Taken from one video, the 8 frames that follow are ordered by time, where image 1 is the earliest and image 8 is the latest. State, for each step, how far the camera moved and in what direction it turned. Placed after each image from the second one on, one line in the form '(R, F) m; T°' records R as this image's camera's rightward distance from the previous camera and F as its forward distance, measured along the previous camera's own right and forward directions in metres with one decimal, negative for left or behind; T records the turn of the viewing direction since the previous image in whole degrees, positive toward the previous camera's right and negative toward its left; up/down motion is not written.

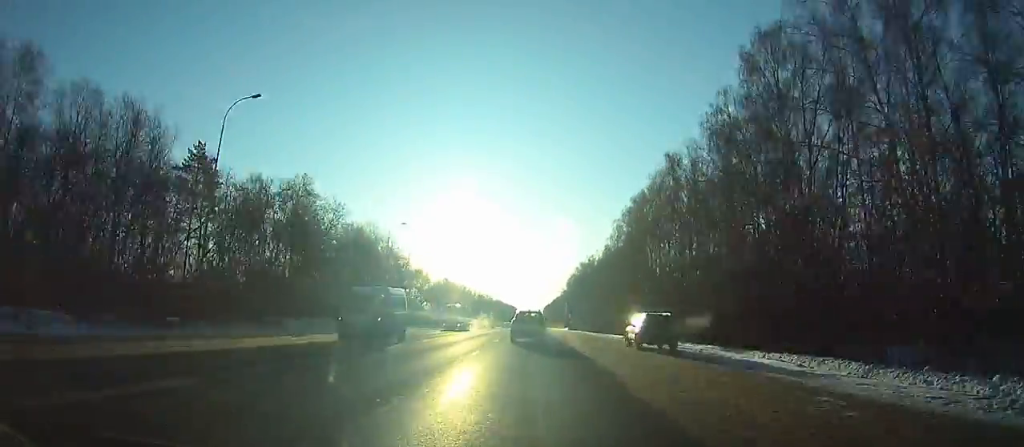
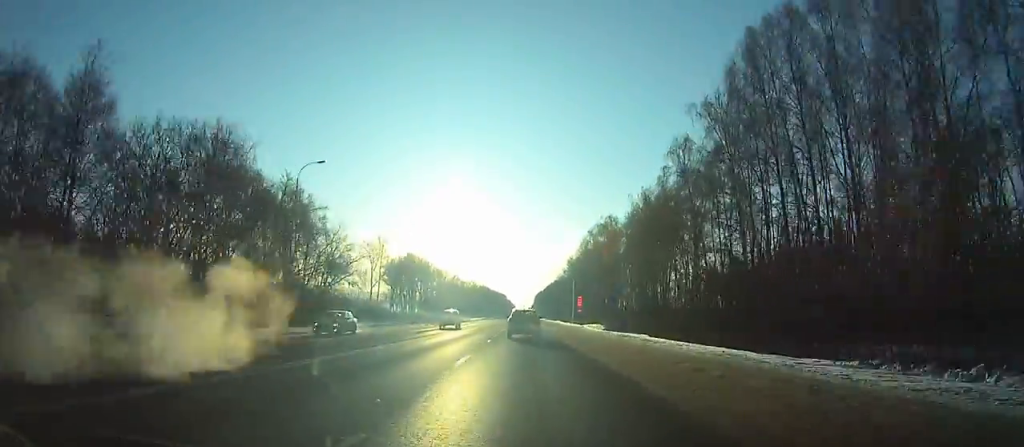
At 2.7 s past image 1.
(+0.1, +62.6) m; 0°
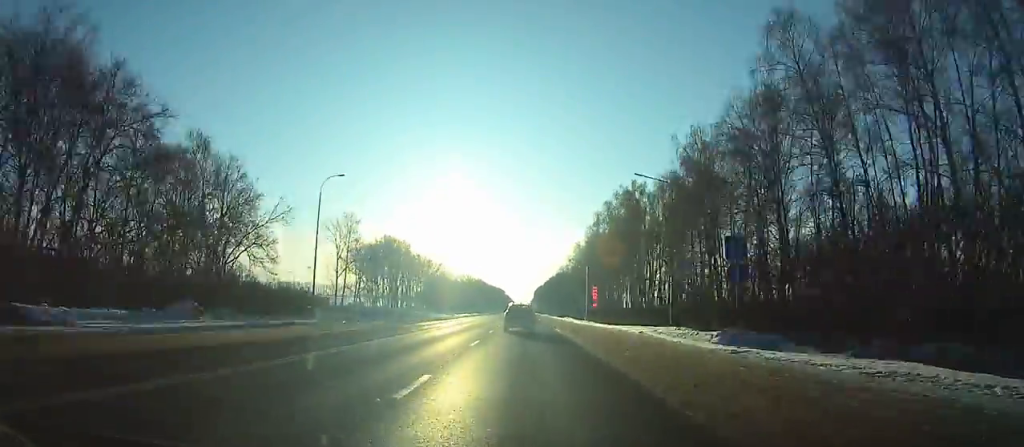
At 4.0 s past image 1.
(0.0, +30.3) m; 0°
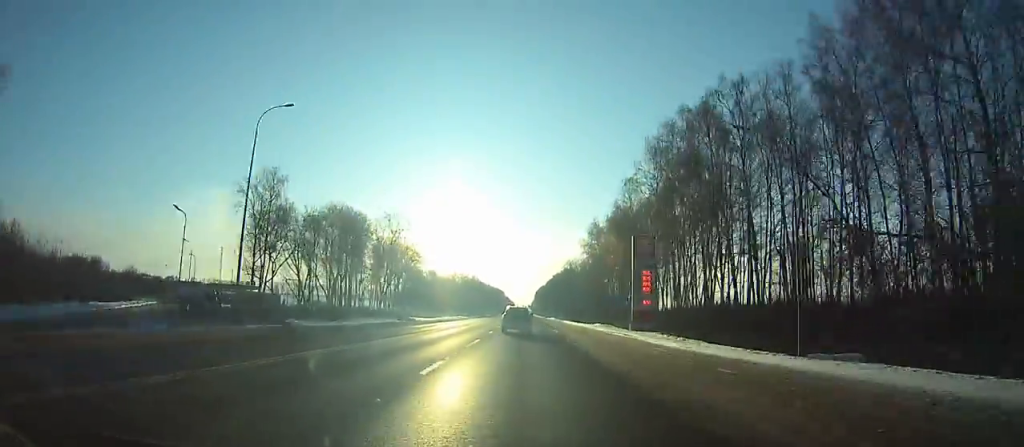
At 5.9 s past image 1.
(+0.2, +44.6) m; 0°
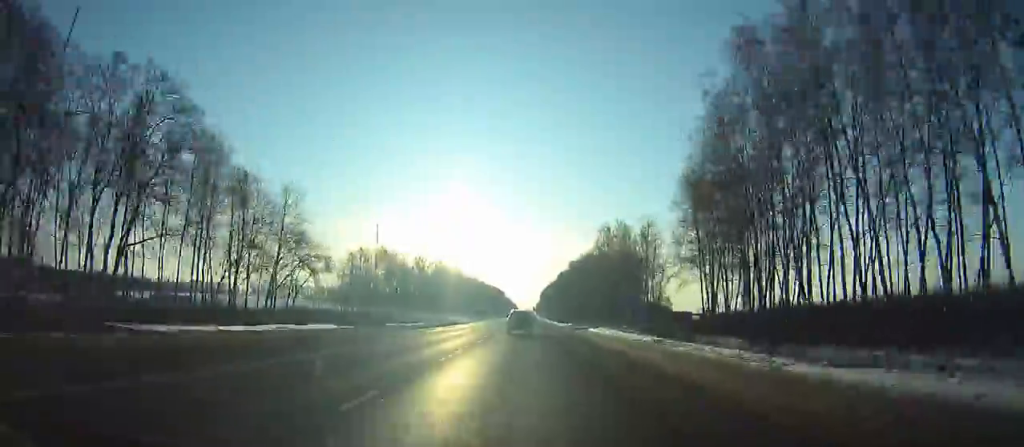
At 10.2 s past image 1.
(0.0, +102.1) m; 0°
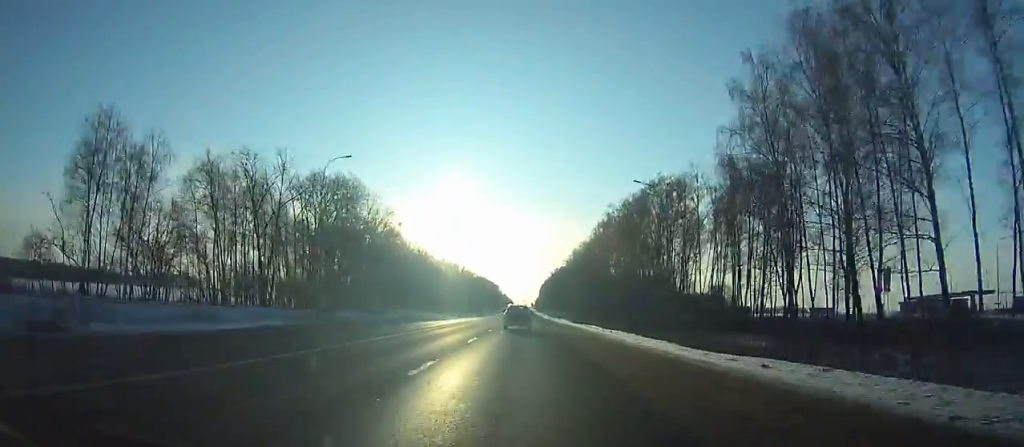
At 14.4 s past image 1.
(-0.1, +101.5) m; 0°
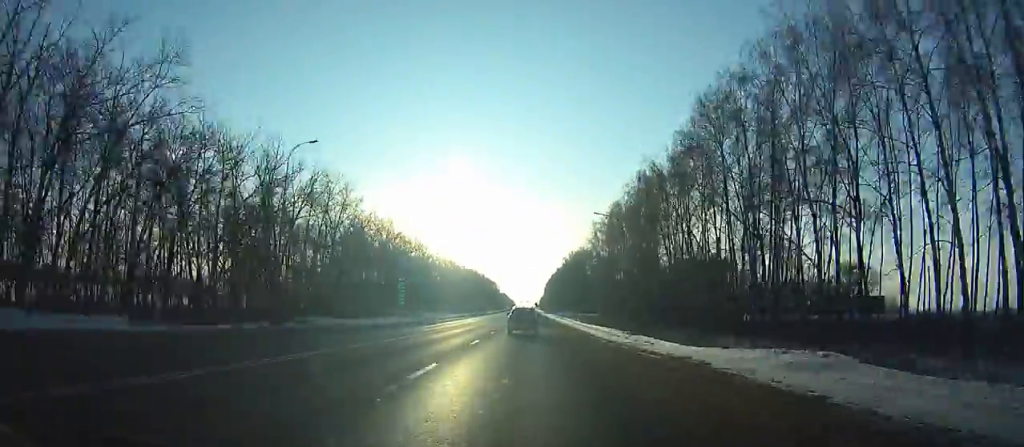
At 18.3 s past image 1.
(+0.2, +94.8) m; 0°
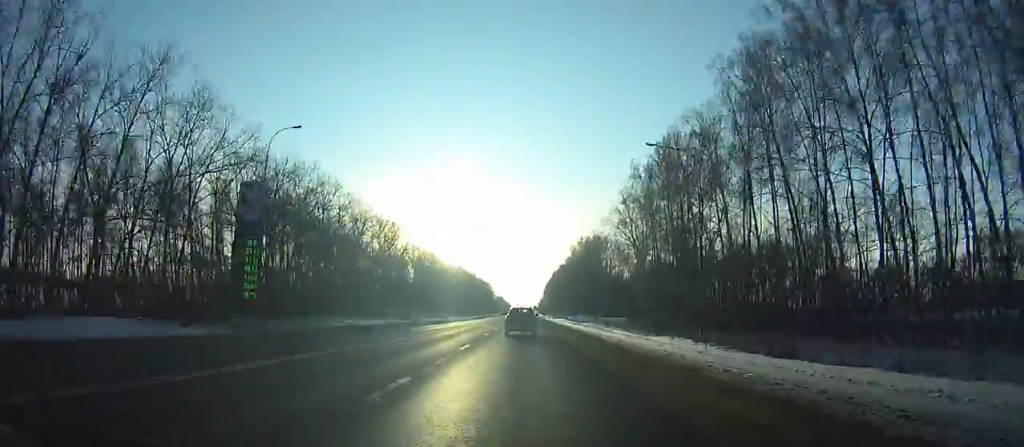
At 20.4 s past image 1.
(0.0, +50.7) m; 0°
